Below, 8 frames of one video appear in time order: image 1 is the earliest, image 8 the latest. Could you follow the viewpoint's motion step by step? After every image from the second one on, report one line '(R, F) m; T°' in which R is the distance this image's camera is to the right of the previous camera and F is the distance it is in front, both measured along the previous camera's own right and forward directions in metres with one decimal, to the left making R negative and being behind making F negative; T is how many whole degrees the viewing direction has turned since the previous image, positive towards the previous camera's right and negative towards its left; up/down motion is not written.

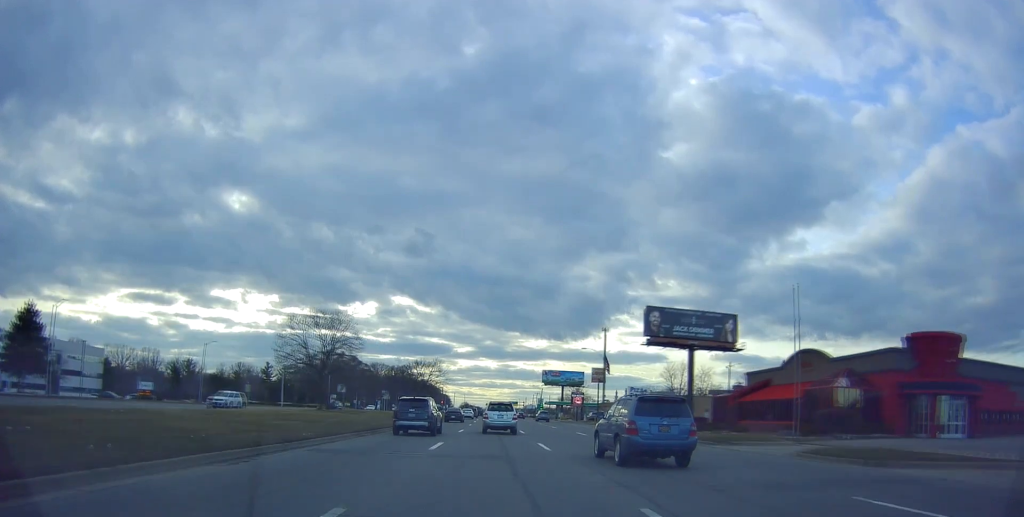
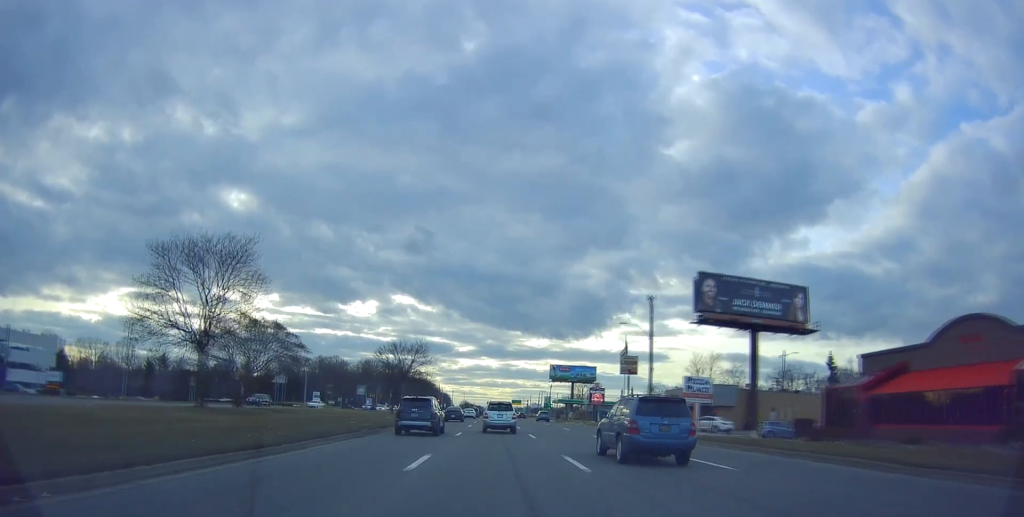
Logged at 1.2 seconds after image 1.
(-0.4, +21.7) m; -1°
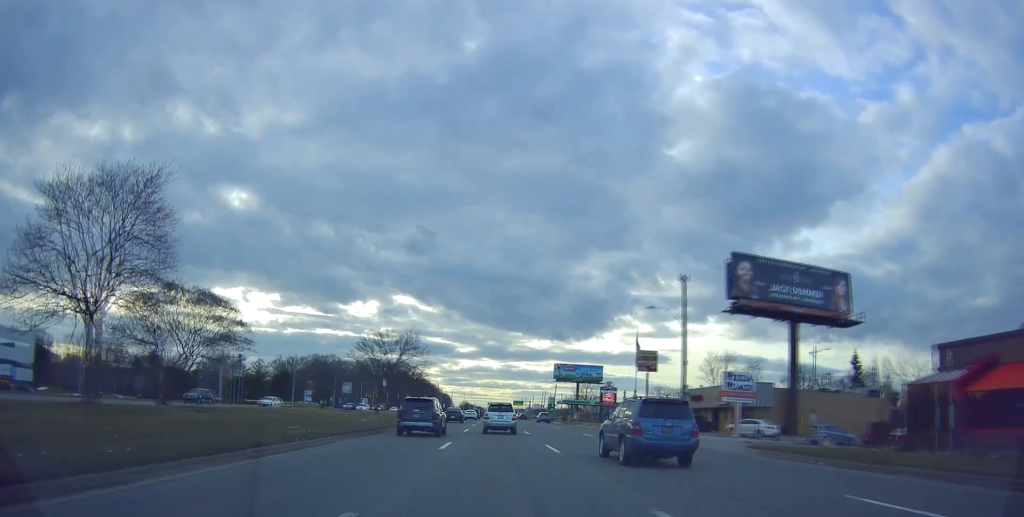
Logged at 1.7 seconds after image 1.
(0.0, +9.4) m; 0°
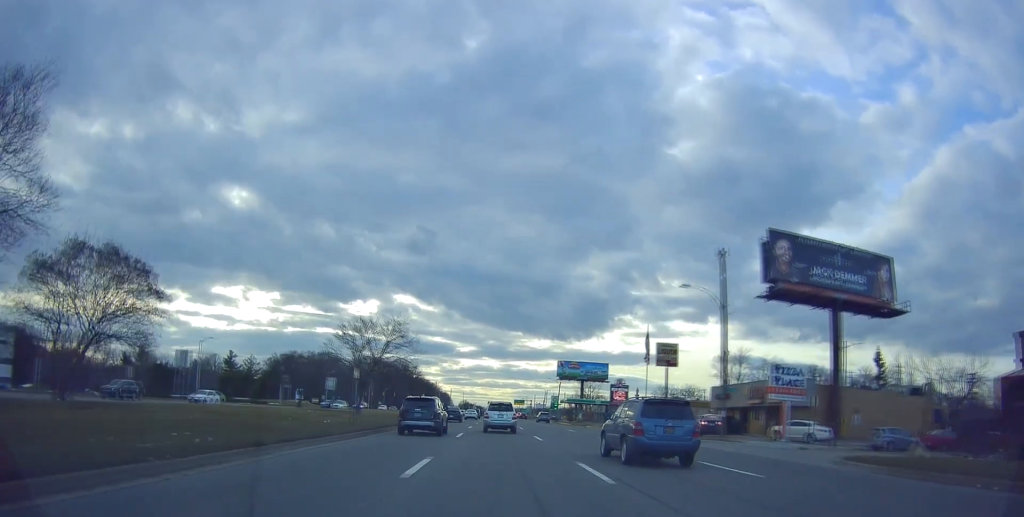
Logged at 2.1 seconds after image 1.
(+0.2, +8.1) m; 0°
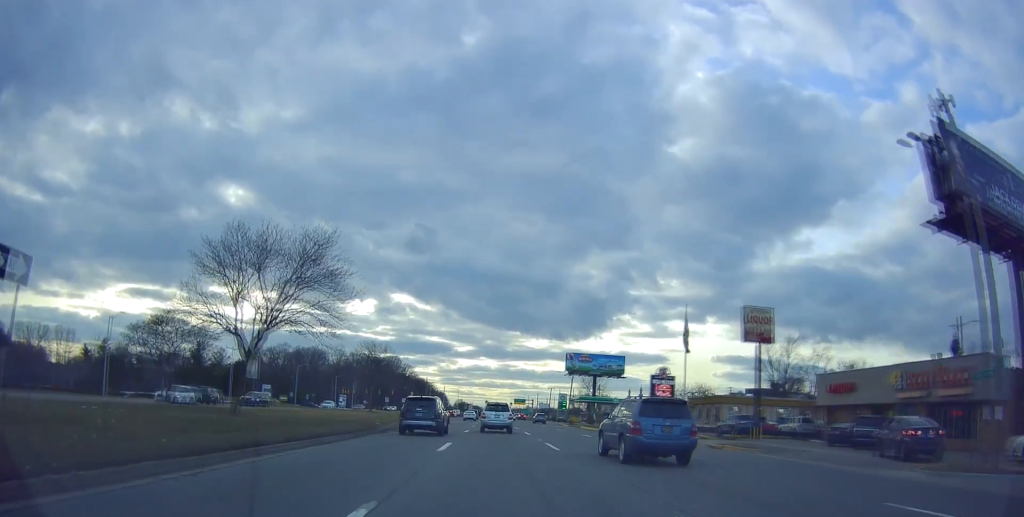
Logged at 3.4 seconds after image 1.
(-0.3, +23.8) m; 0°
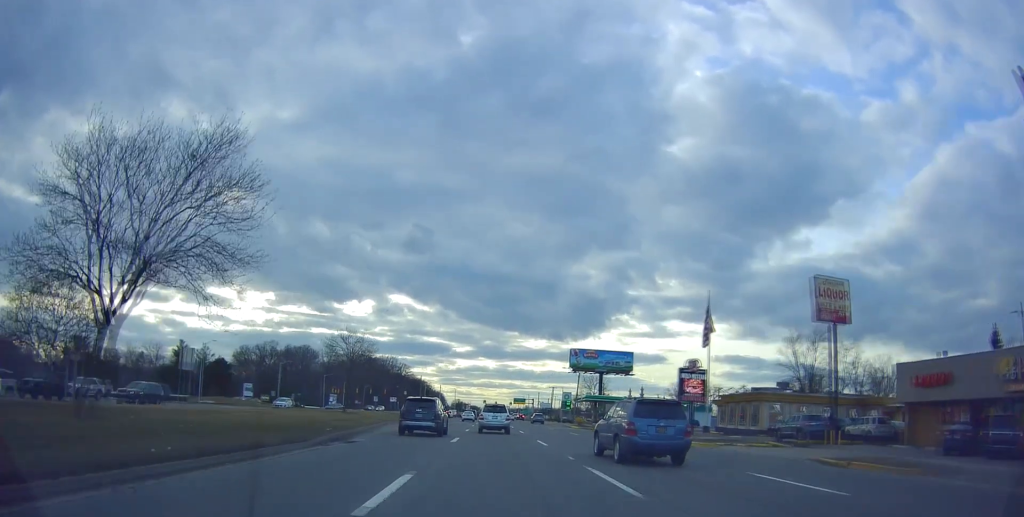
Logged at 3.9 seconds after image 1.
(+0.2, +10.6) m; 0°
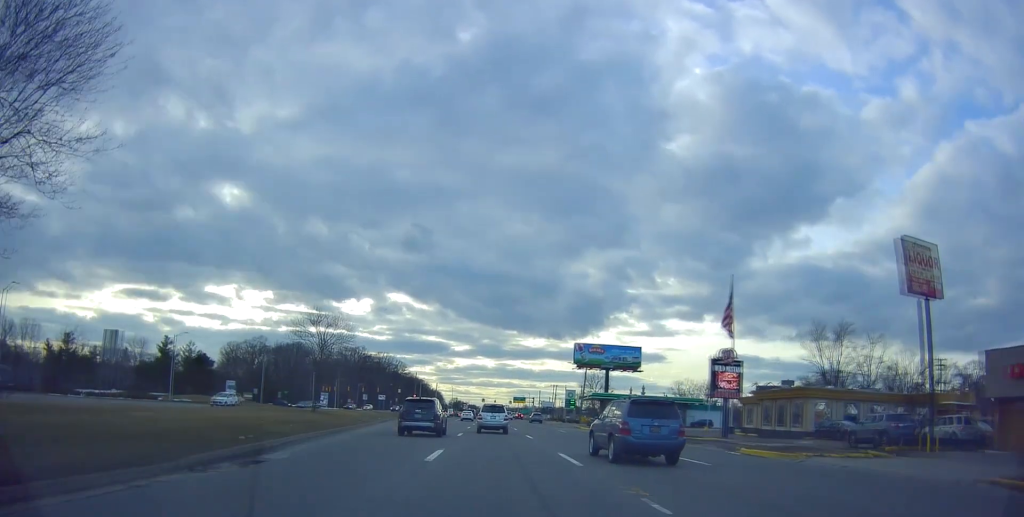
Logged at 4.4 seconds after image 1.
(+0.2, +8.7) m; 0°
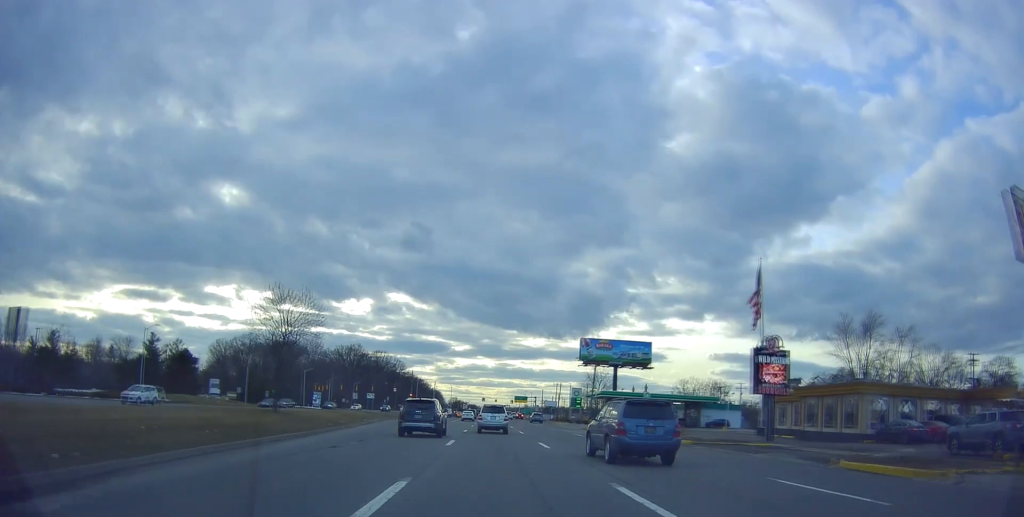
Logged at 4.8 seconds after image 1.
(-0.2, +8.1) m; 0°
